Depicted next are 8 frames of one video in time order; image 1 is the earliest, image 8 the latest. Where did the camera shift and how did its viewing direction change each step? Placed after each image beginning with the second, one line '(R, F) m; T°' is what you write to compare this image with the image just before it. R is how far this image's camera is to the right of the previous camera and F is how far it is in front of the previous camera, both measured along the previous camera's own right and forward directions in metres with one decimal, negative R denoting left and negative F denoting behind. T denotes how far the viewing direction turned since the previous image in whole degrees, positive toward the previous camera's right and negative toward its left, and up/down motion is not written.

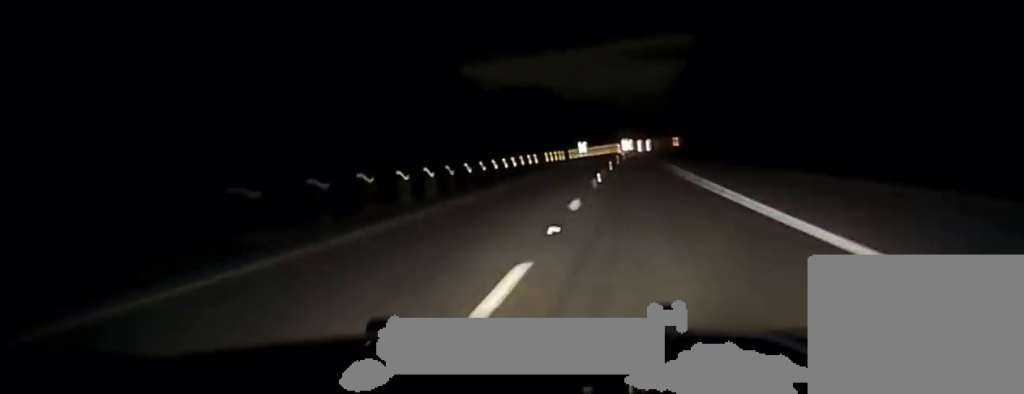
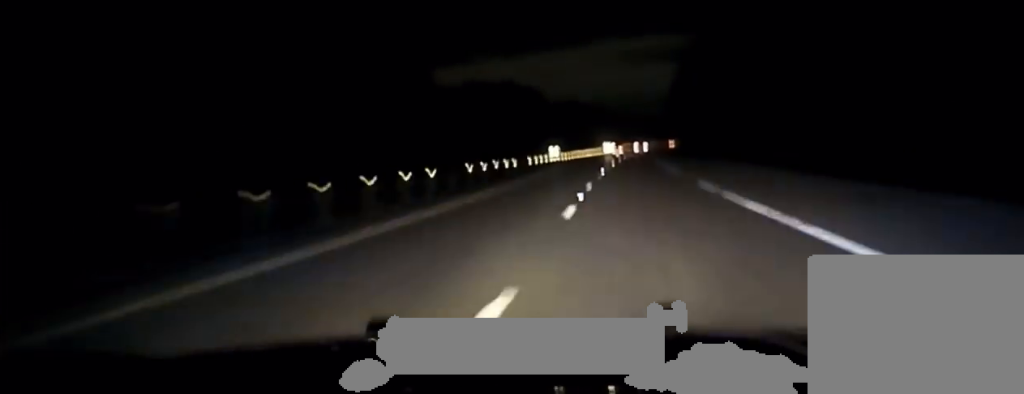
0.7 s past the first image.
(+0.3, +36.5) m; +1°
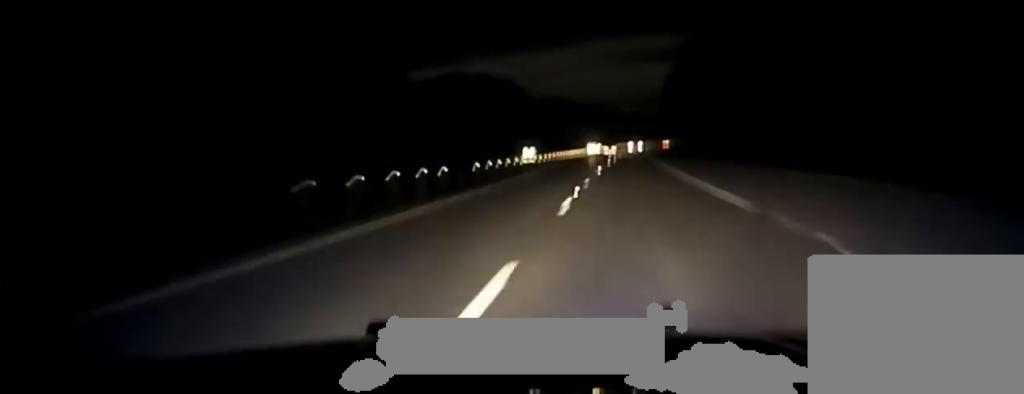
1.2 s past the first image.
(+0.2, +21.7) m; 0°
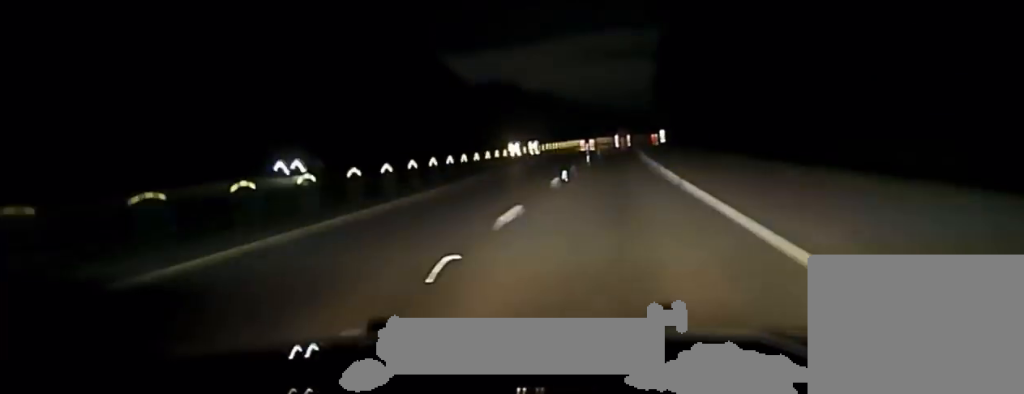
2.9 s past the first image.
(+0.9, +95.4) m; +1°
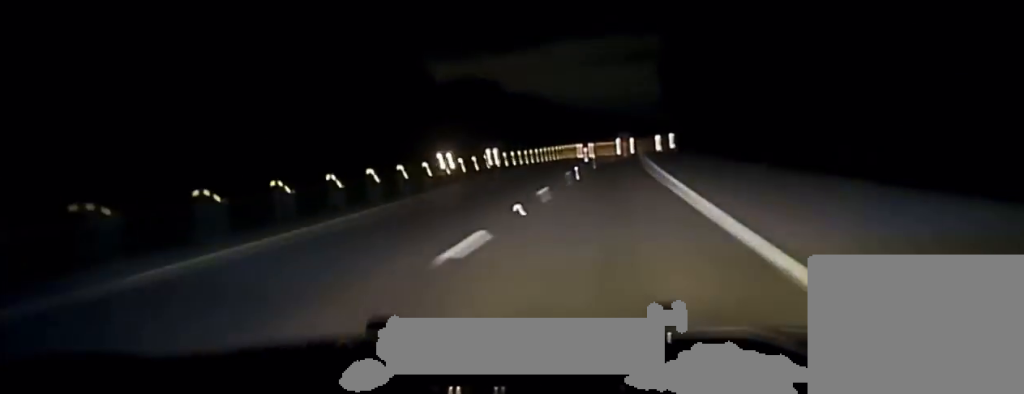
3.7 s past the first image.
(+0.2, +44.2) m; 0°
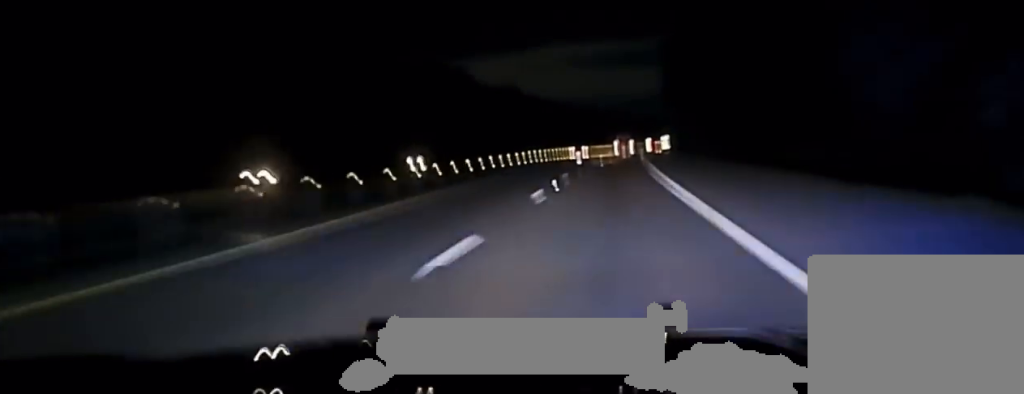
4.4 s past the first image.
(+0.1, +38.3) m; +1°
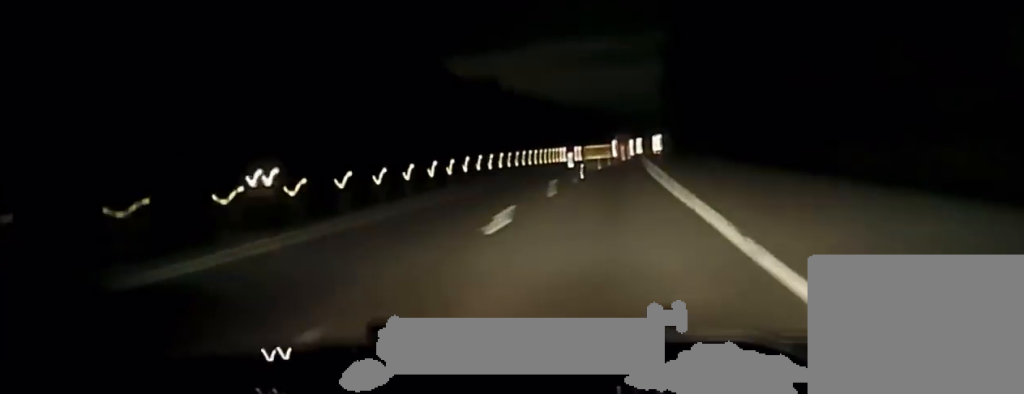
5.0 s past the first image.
(+0.3, +32.0) m; +1°
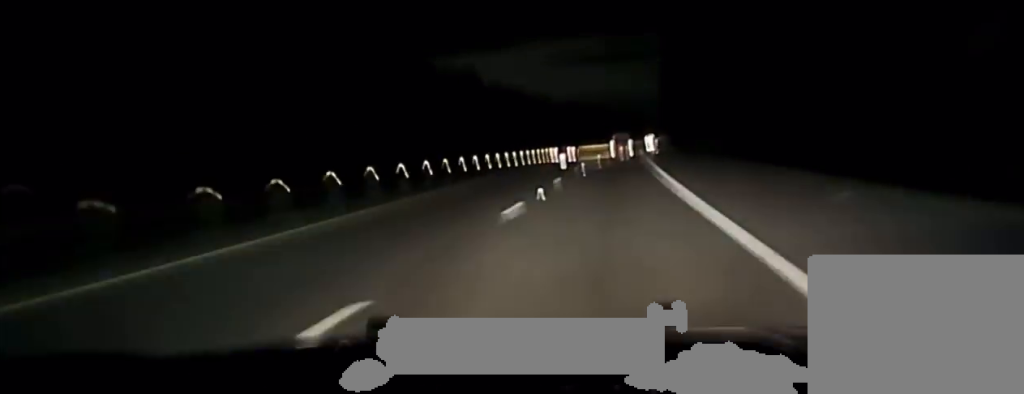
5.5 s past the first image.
(+0.2, +23.0) m; +1°
